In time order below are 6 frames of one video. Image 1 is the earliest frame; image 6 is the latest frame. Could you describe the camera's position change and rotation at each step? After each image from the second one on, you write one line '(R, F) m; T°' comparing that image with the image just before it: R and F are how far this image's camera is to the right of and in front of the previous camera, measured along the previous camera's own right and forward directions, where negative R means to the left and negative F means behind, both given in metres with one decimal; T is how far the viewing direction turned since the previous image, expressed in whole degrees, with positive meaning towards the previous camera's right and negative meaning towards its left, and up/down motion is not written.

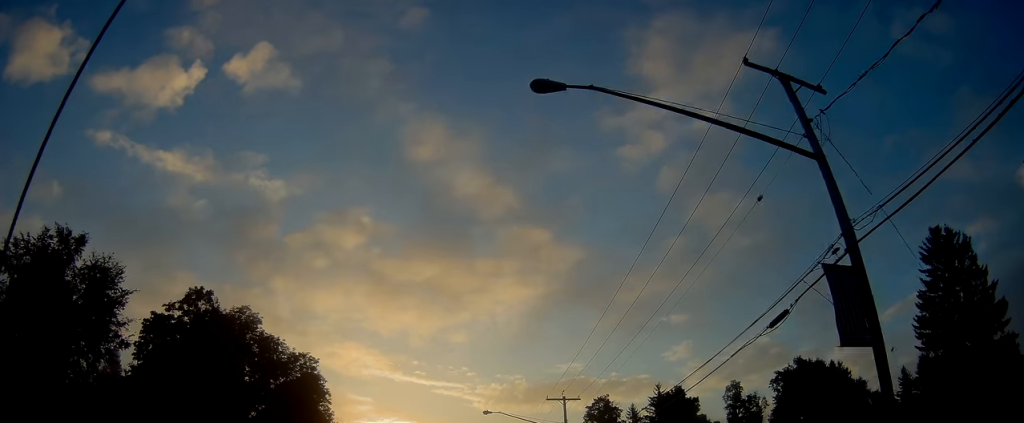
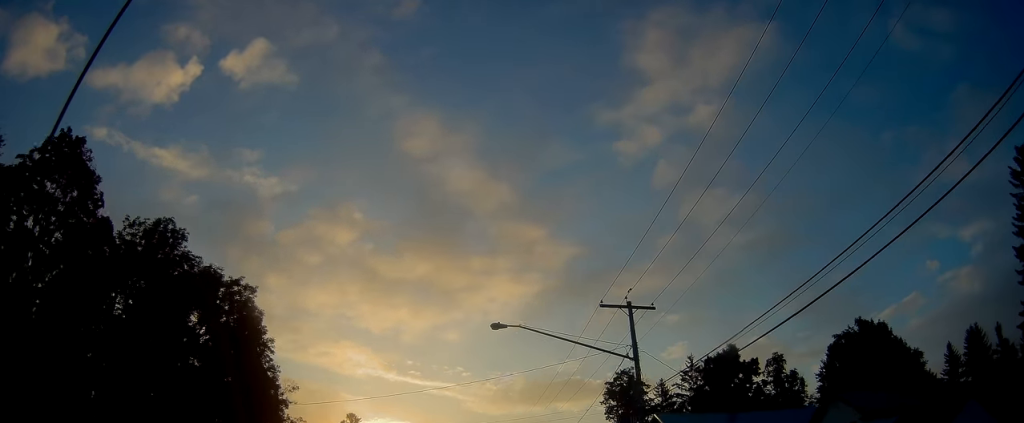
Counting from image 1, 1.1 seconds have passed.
(-0.5, +17.5) m; -1°
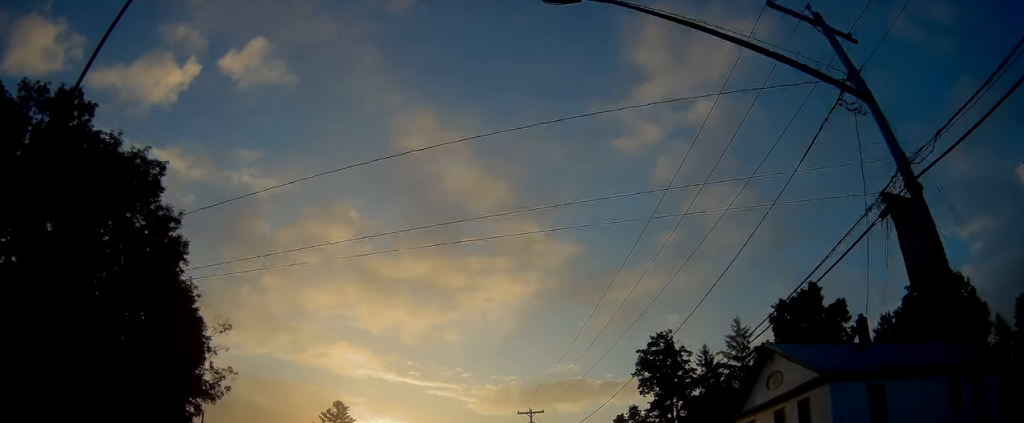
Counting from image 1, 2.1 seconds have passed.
(+0.1, +15.6) m; +1°
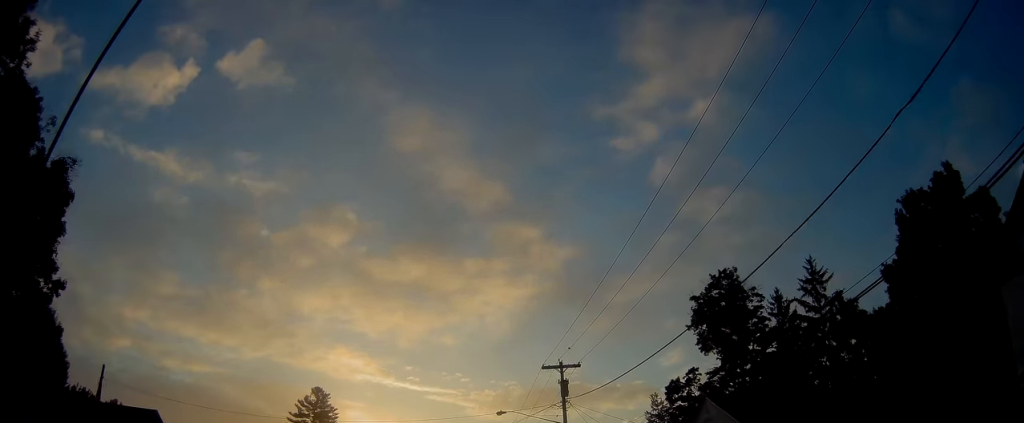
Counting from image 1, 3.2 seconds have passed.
(+0.3, +17.9) m; 0°
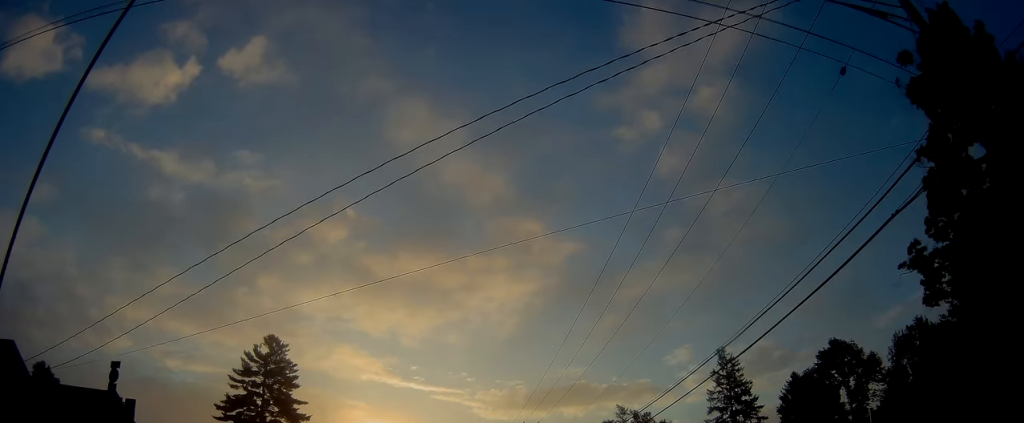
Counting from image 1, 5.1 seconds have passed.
(-0.6, +31.5) m; -1°
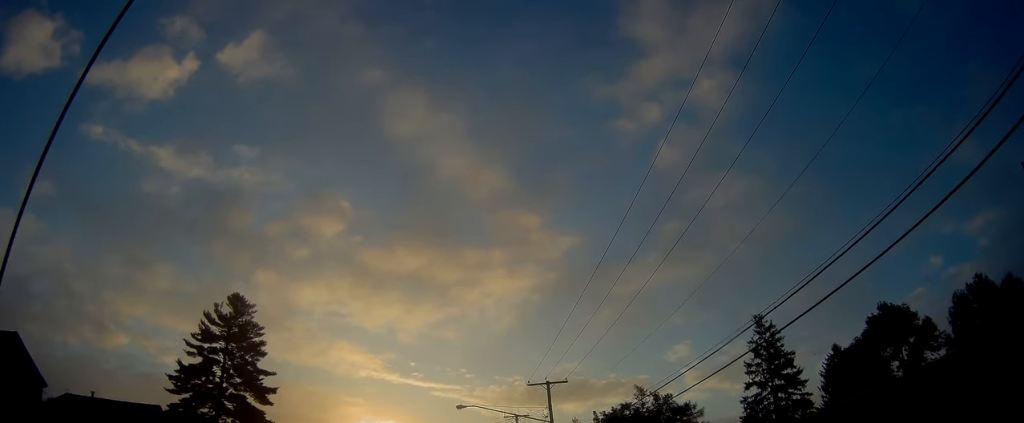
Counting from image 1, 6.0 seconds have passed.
(-0.1, +13.8) m; +1°
